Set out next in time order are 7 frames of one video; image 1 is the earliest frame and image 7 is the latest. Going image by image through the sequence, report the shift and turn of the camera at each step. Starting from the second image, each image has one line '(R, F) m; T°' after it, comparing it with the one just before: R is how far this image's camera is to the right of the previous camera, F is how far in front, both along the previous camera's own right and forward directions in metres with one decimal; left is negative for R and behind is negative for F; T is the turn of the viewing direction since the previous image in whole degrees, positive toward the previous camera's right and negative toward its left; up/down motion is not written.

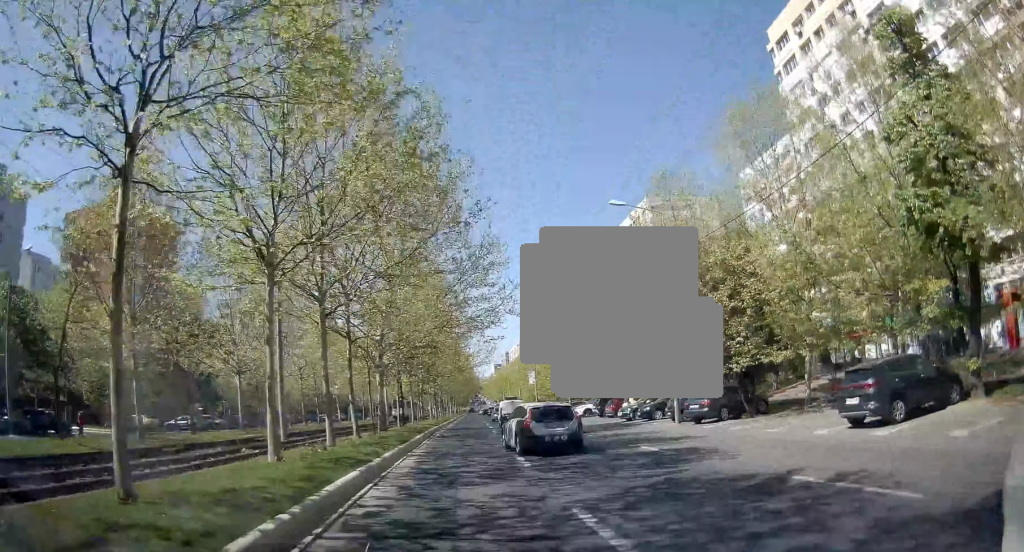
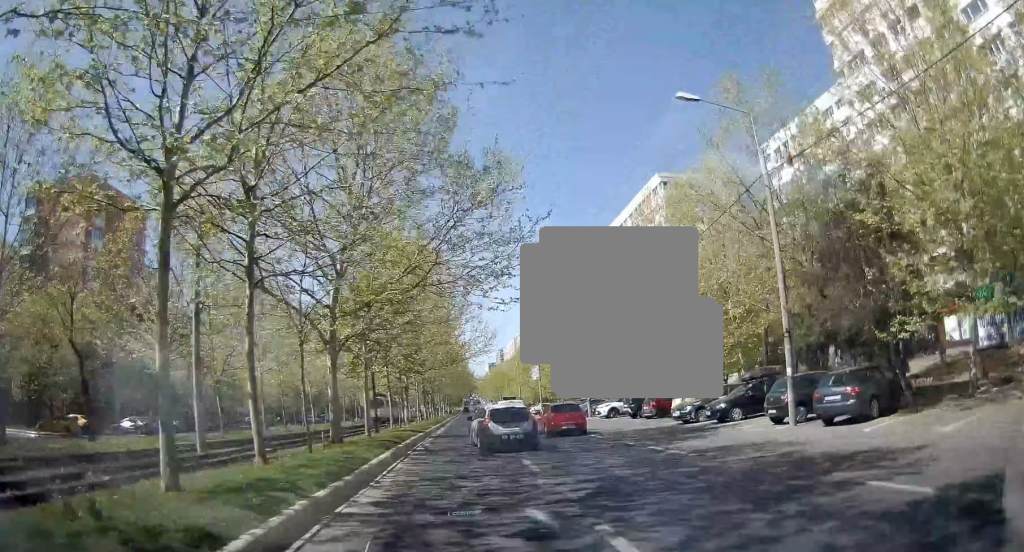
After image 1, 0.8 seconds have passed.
(+0.2, +10.3) m; +1°
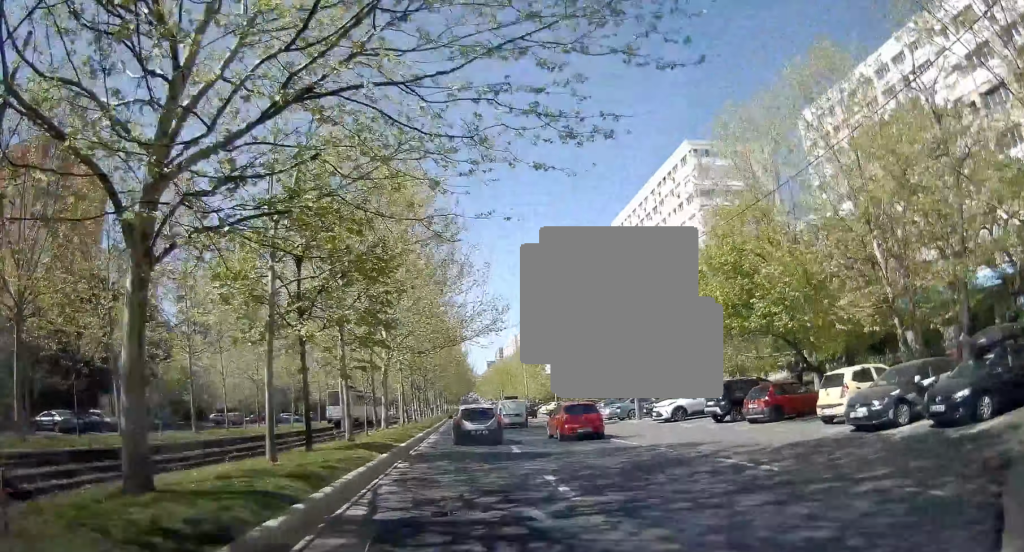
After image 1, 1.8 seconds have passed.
(+0.1, +12.9) m; +1°
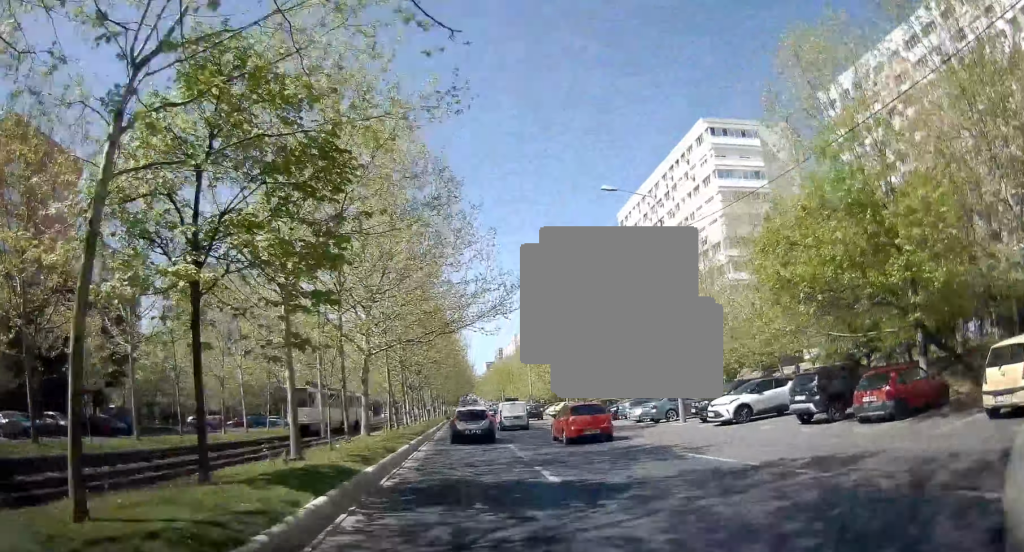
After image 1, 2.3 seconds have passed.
(0.0, +6.9) m; 0°
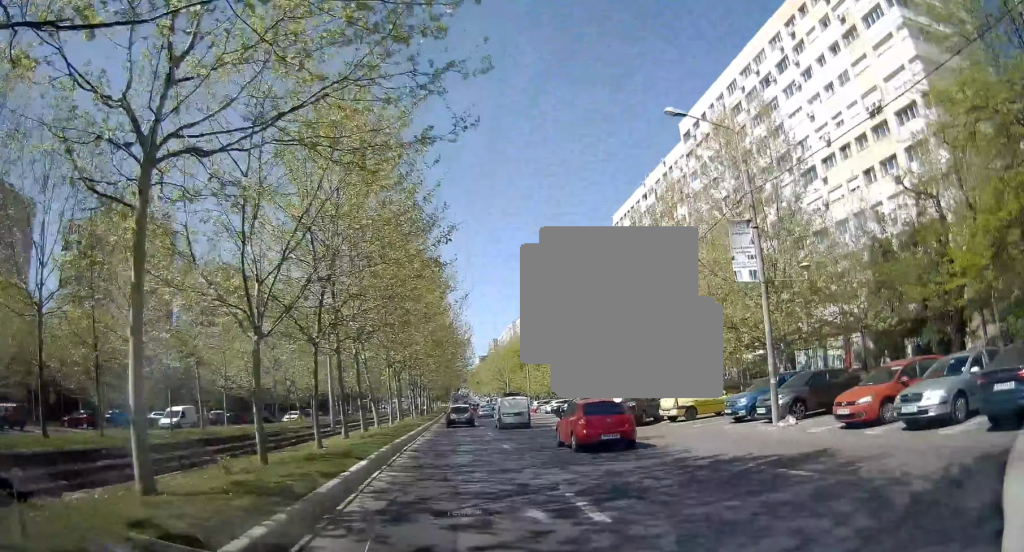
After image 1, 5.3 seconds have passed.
(-0.4, +38.0) m; -3°
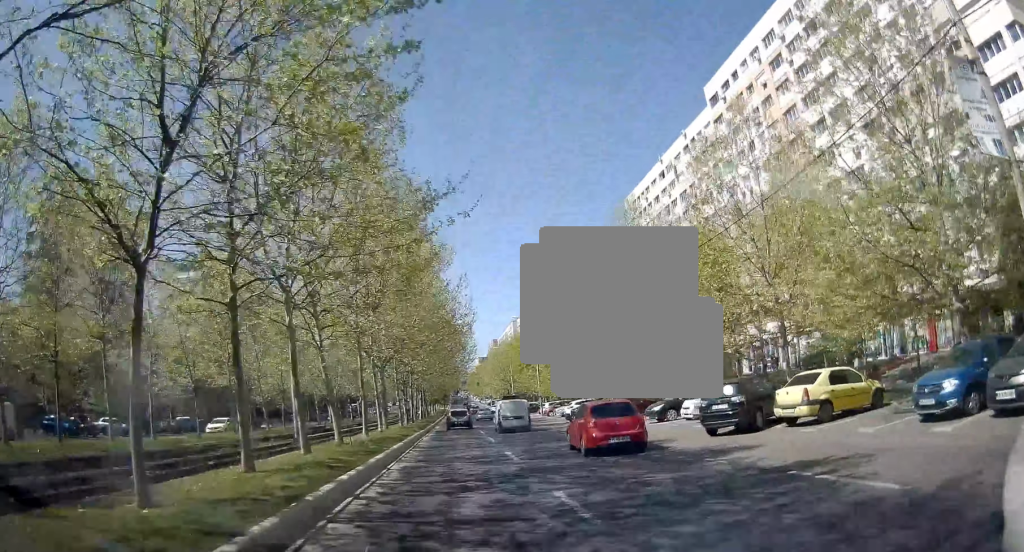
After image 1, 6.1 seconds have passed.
(-0.5, +10.5) m; 0°
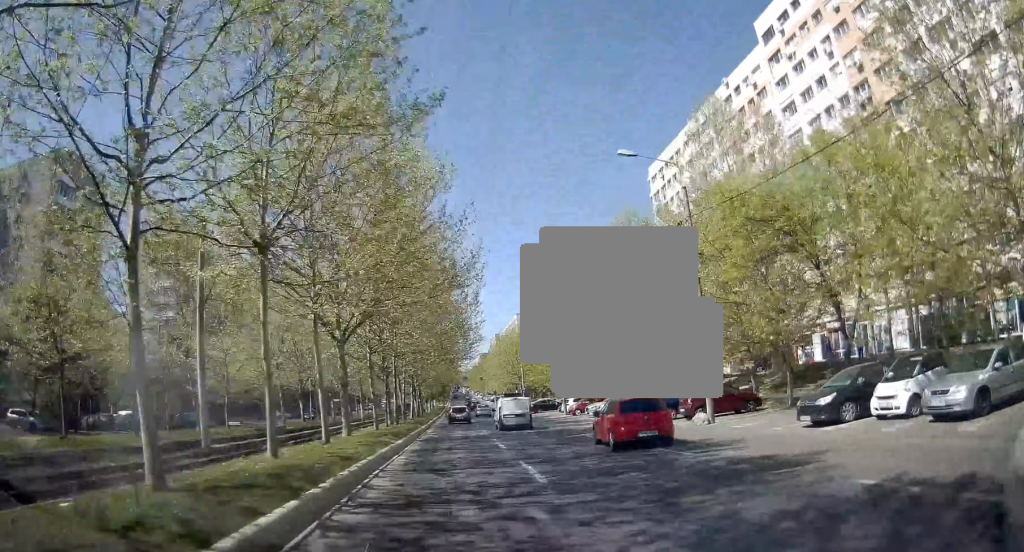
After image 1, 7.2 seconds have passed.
(+0.9, +14.2) m; +5°
